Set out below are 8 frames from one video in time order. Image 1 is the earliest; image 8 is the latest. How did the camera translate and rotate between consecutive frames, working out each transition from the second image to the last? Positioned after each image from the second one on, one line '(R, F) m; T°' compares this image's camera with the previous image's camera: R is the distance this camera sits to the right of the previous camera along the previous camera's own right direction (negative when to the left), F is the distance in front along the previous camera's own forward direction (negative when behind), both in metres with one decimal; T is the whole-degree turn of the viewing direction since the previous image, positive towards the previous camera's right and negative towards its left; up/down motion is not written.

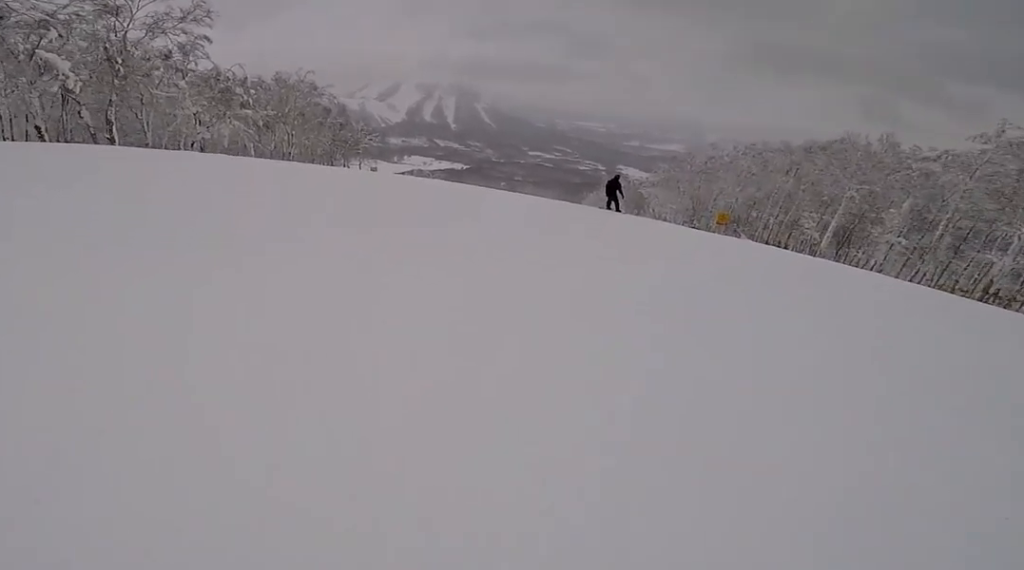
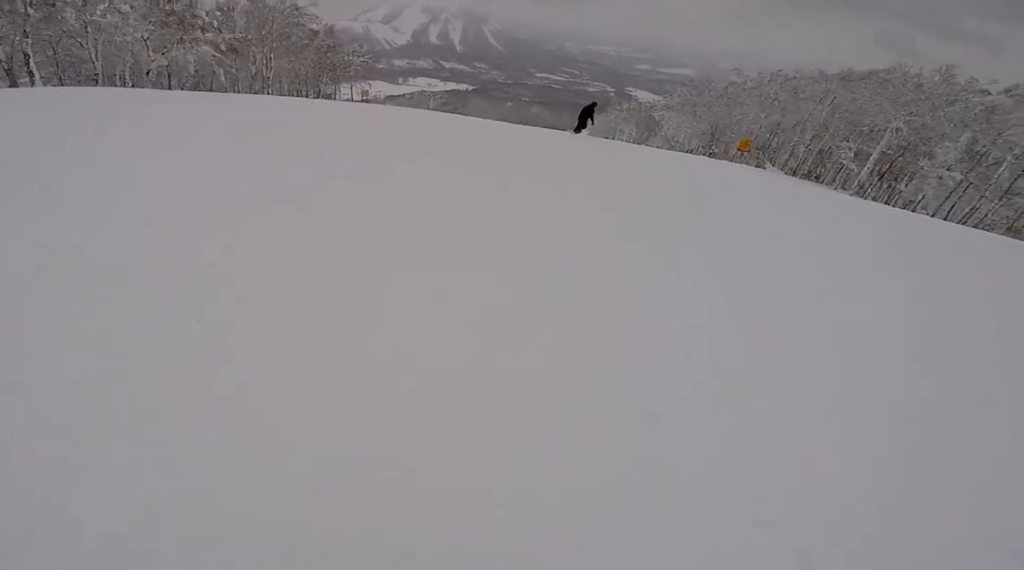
(0.0, +5.1) m; 0°
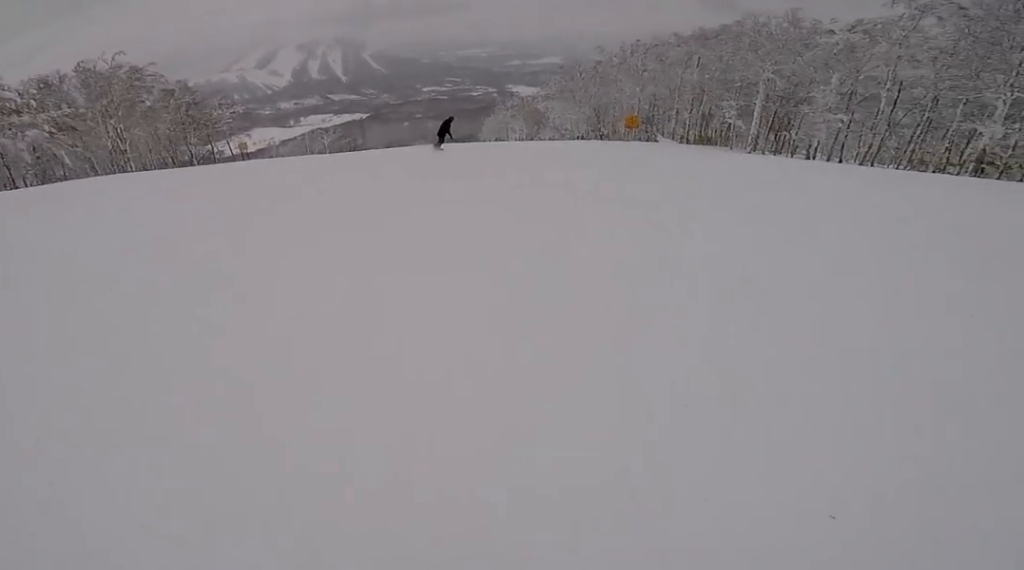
(0.0, +3.9) m; 0°
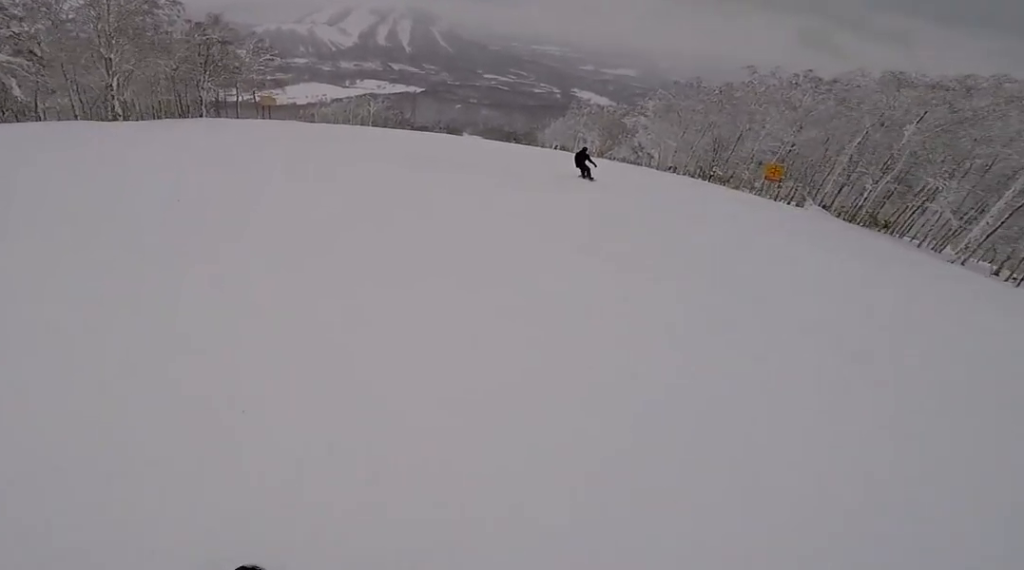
(0.0, +13.7) m; 0°
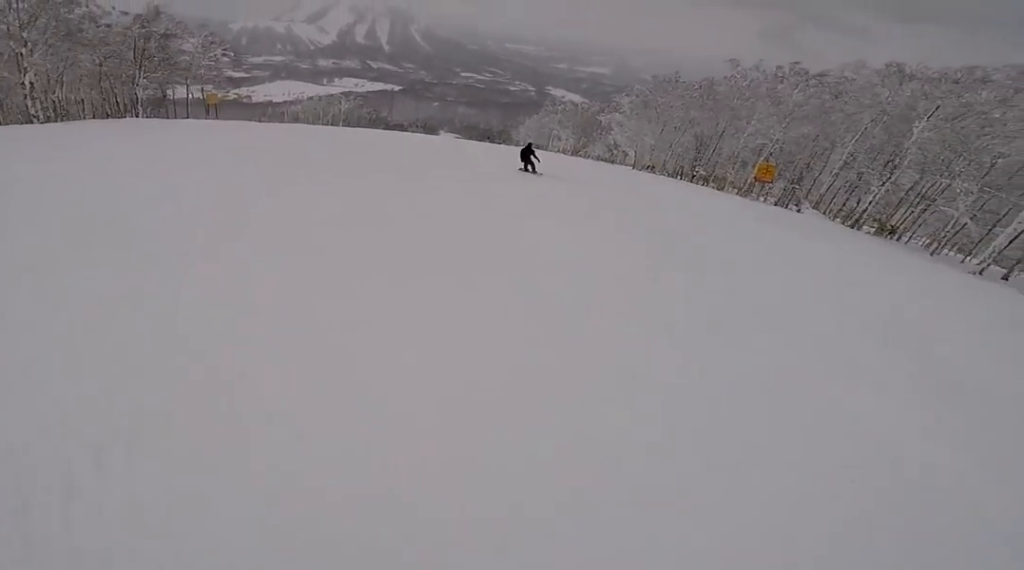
(0.0, +5.6) m; -3°
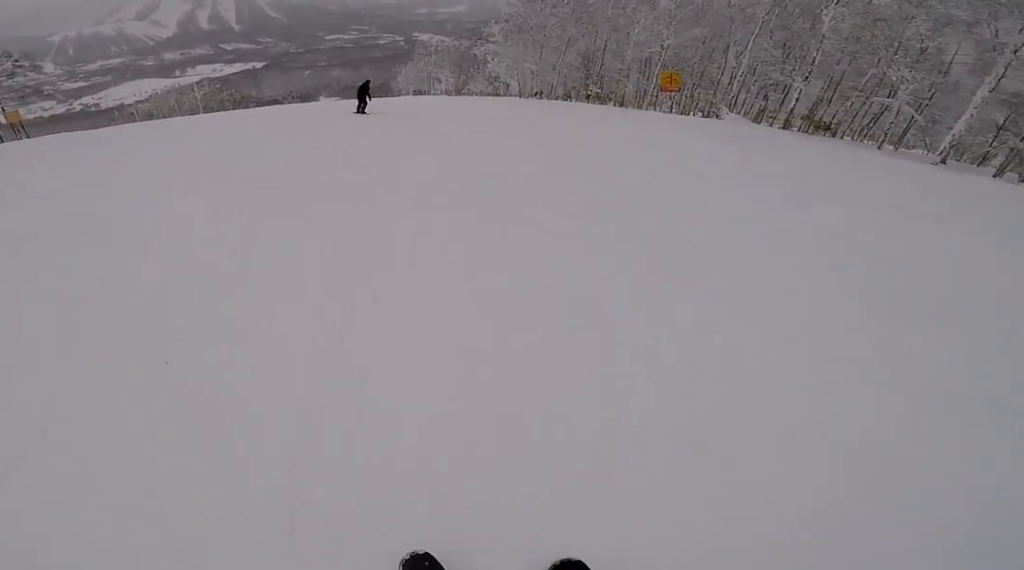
(+0.2, +5.3) m; -4°
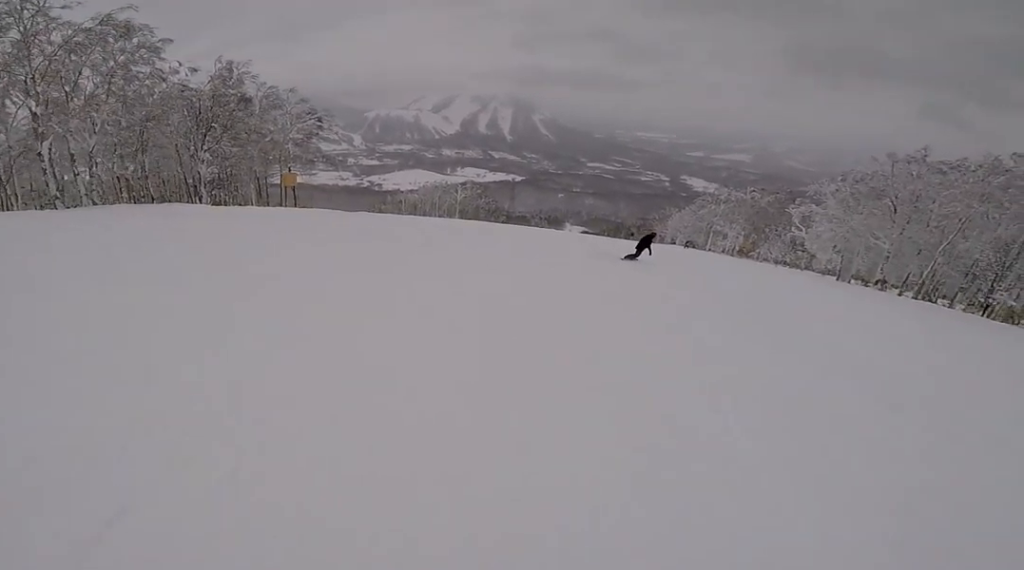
(-1.0, +8.8) m; -1°
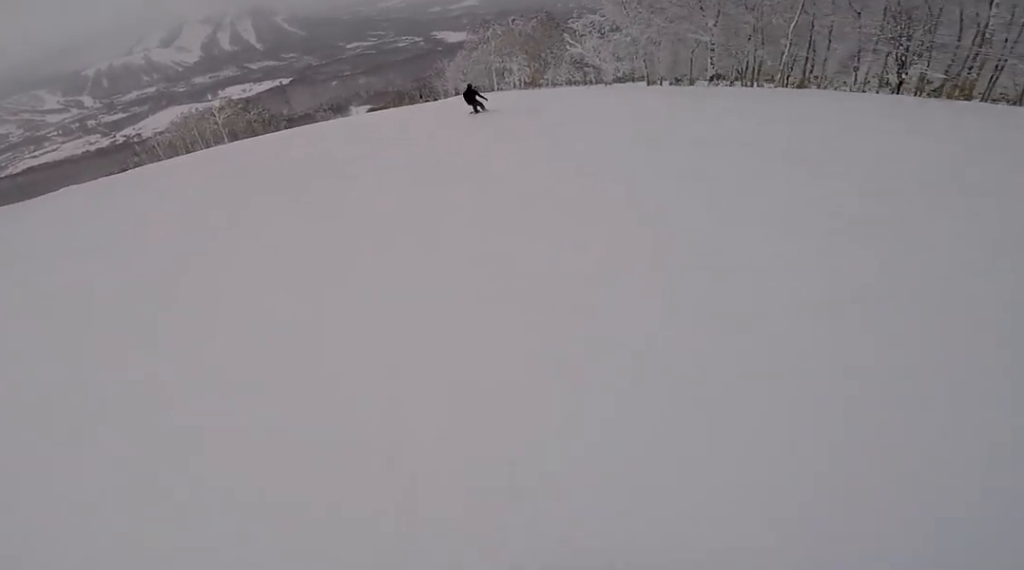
(+1.4, +12.8) m; +7°
